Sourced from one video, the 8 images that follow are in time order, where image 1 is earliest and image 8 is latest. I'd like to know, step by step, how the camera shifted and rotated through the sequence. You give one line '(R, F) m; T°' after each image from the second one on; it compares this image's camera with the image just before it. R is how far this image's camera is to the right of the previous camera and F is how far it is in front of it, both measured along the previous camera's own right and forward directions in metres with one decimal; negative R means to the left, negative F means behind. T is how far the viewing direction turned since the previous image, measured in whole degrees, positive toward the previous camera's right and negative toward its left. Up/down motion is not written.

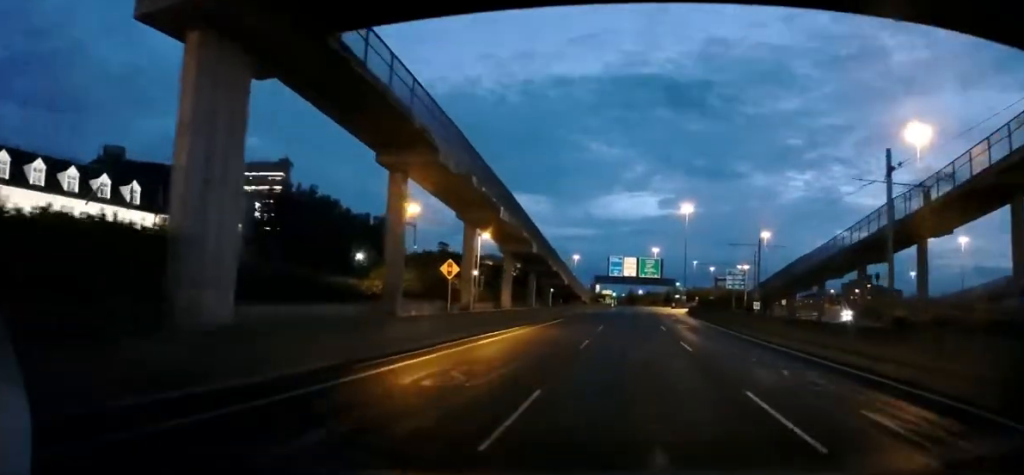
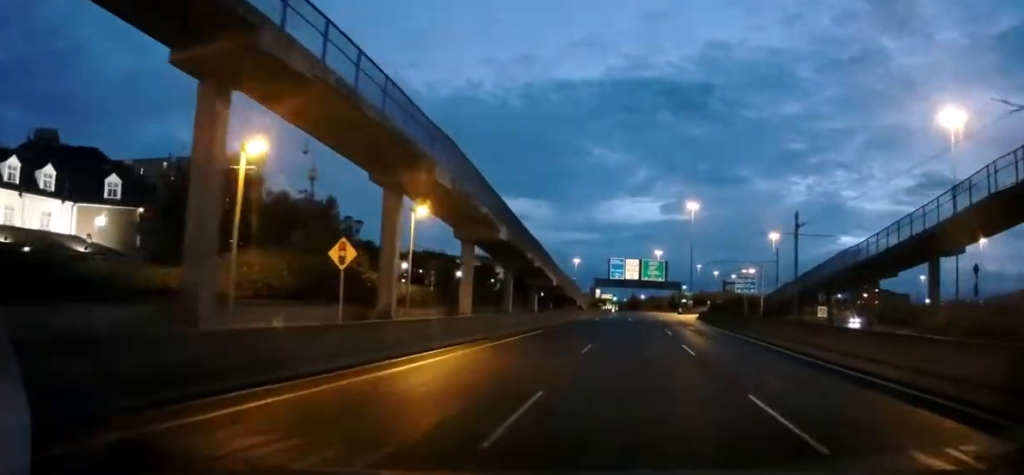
(0.0, +12.3) m; 0°
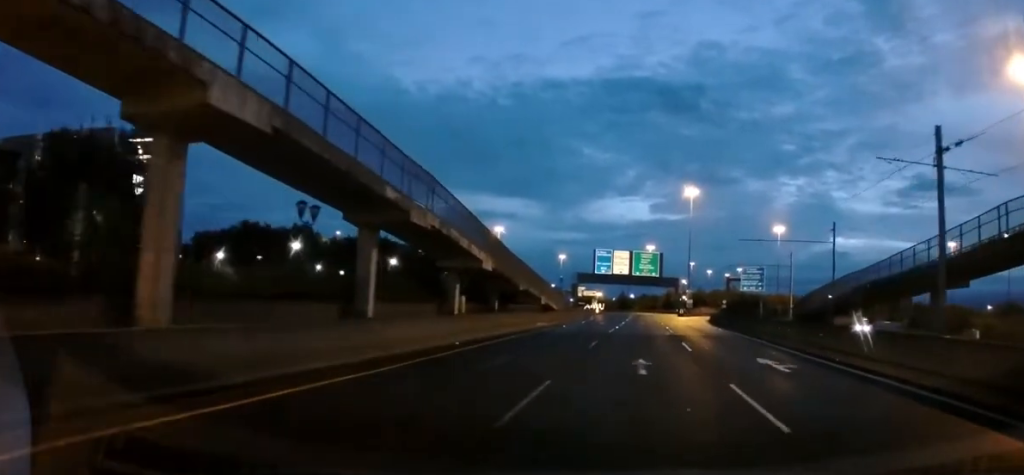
(0.0, +22.8) m; +1°
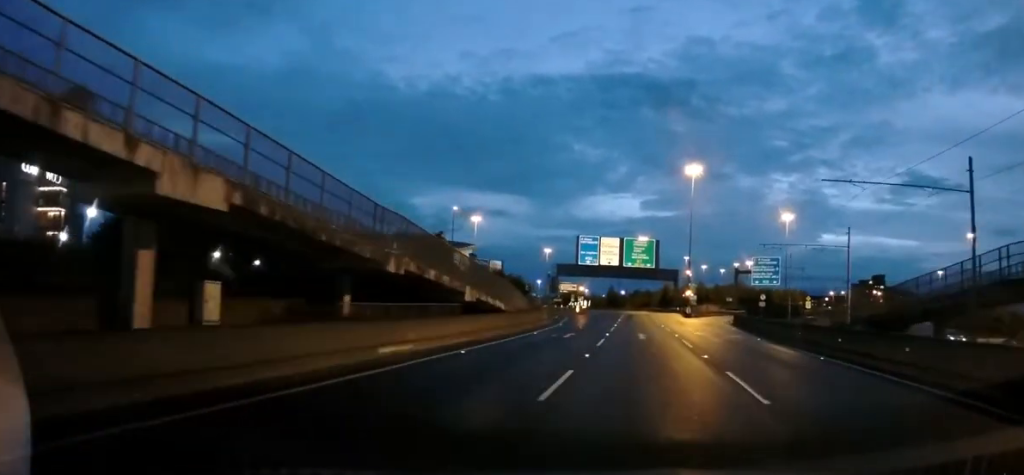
(+0.6, +21.5) m; +2°
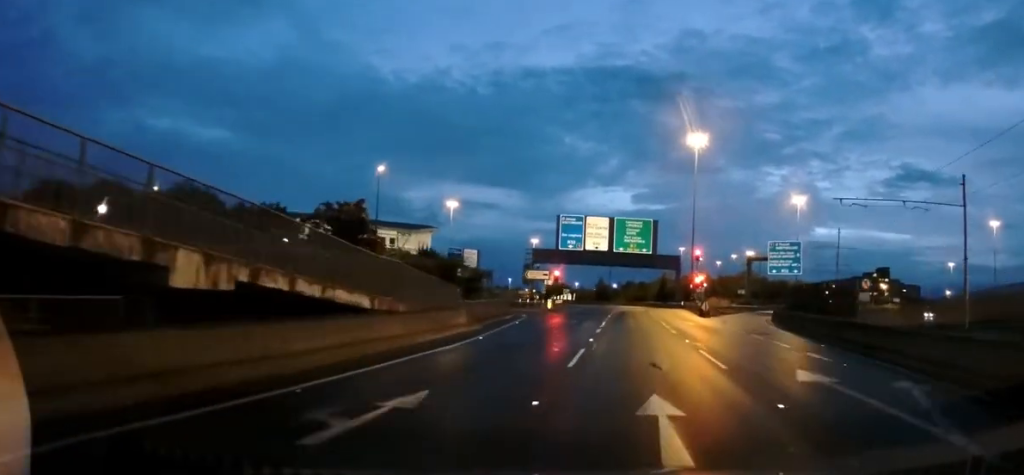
(-0.1, +19.9) m; -1°
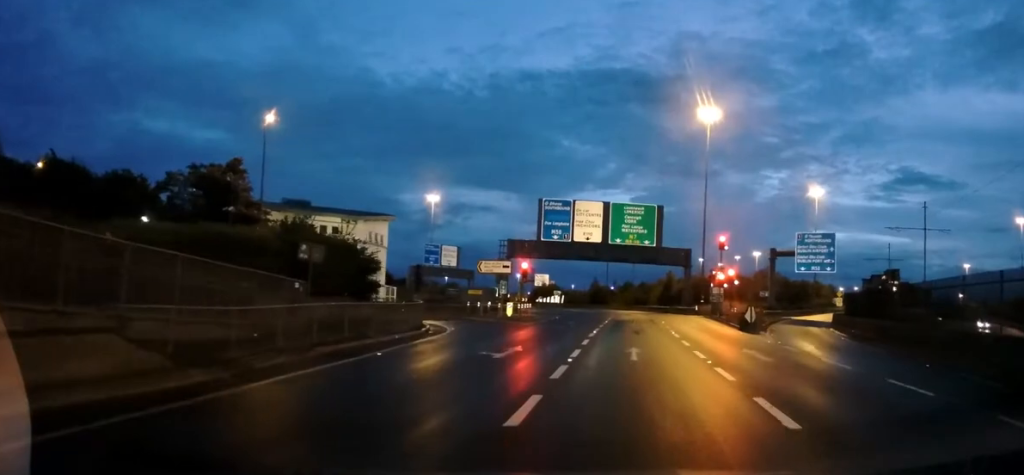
(+0.1, +17.4) m; 0°
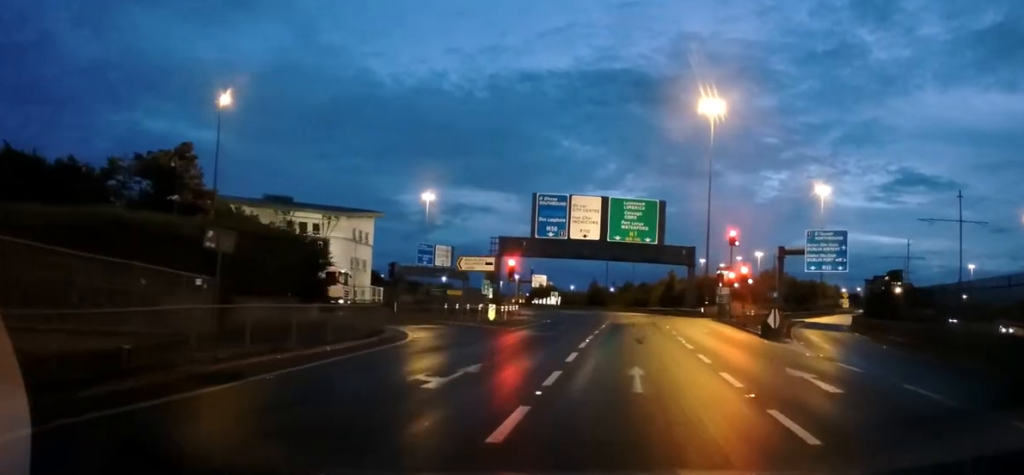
(0.0, +4.9) m; 0°
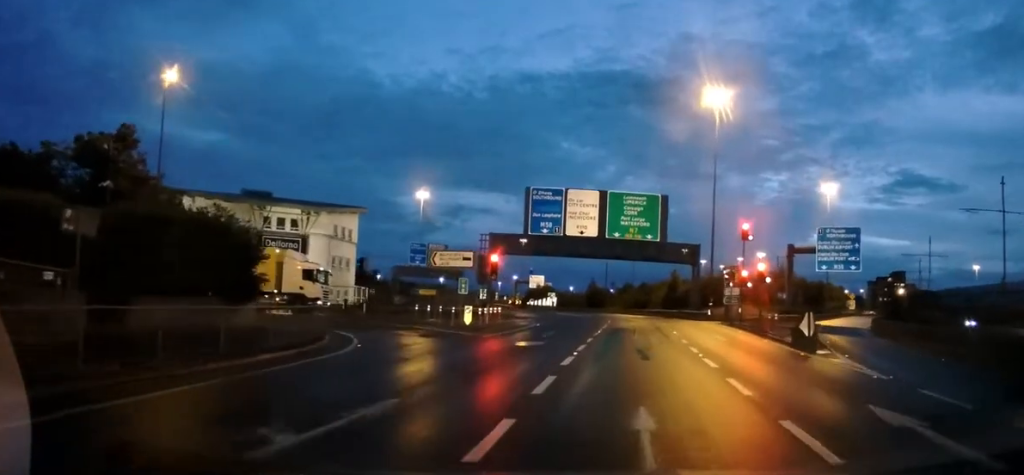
(0.0, +4.7) m; 0°
